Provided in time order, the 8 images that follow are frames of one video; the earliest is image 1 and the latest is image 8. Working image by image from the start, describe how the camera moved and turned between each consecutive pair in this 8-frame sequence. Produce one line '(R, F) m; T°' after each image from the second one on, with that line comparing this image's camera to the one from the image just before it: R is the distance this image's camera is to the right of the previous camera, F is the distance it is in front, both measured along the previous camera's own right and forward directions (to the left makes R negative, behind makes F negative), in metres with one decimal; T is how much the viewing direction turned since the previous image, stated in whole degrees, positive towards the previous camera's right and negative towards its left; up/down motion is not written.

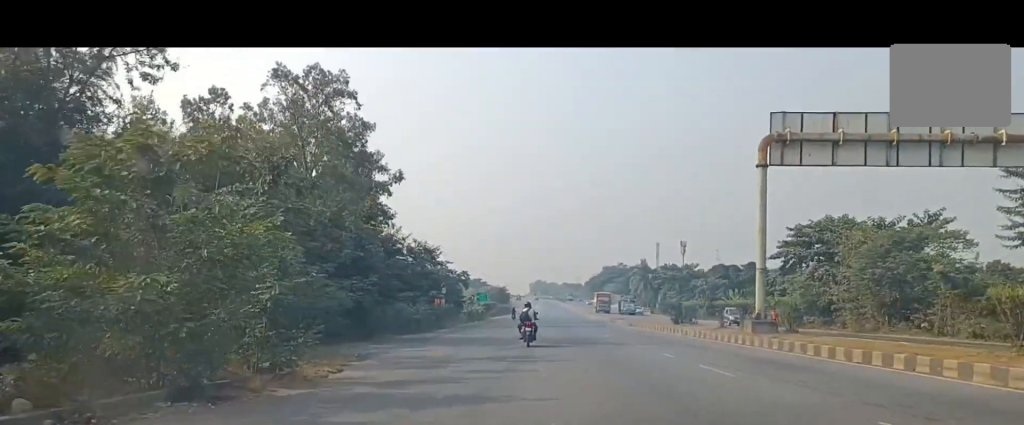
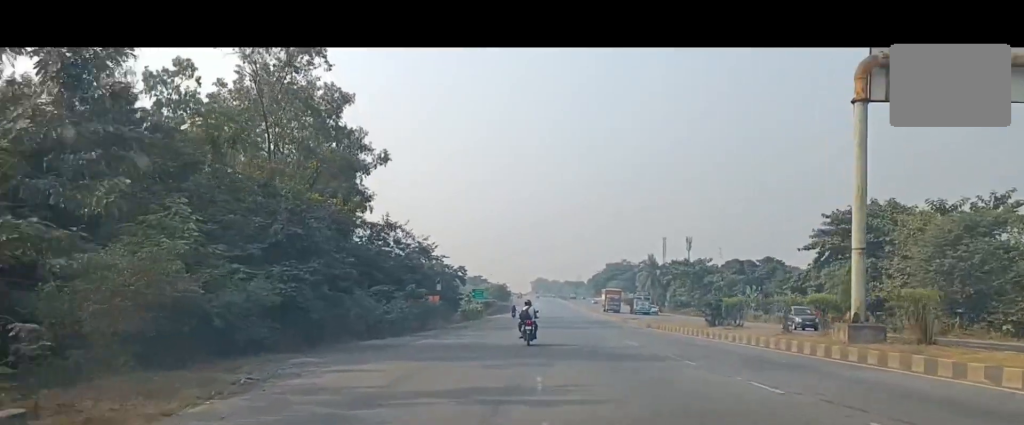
(+0.4, +9.2) m; 0°
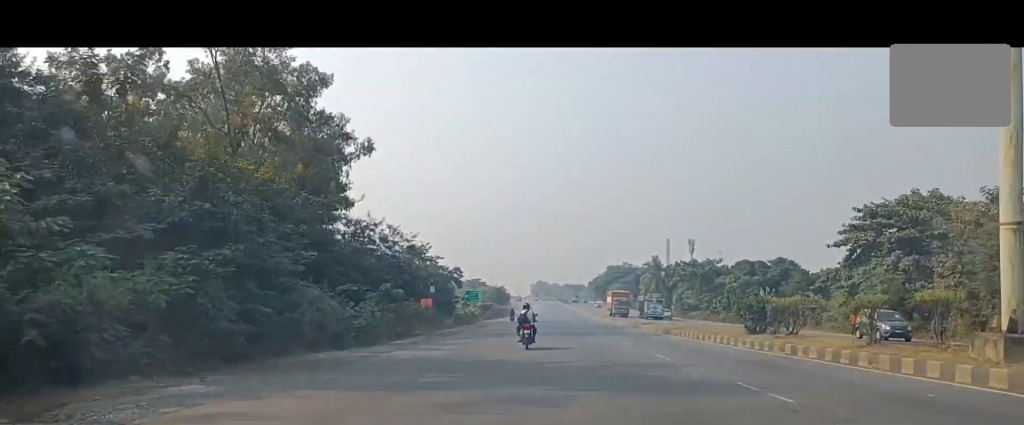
(-0.1, +7.2) m; 0°
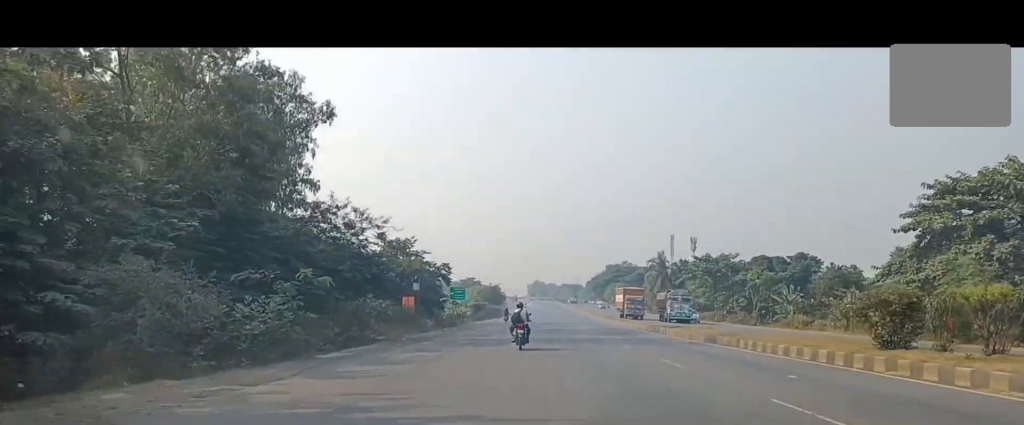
(-0.4, +11.5) m; -1°
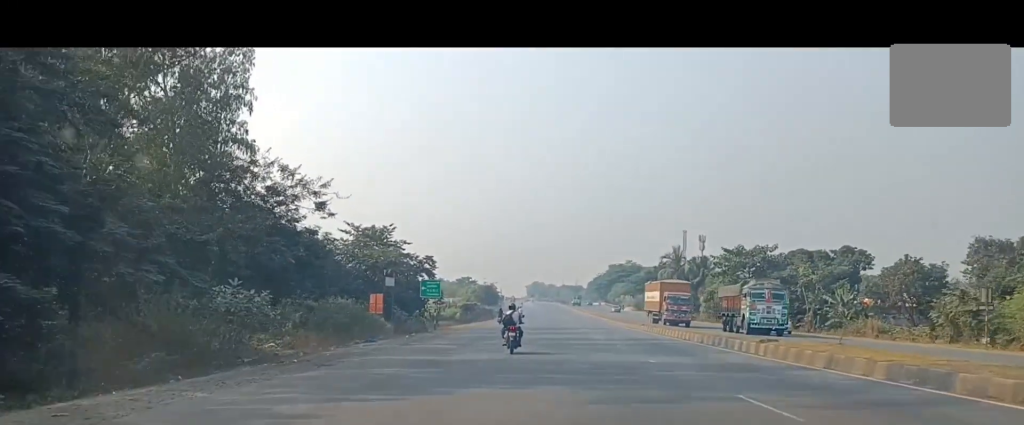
(+0.1, +17.5) m; -1°
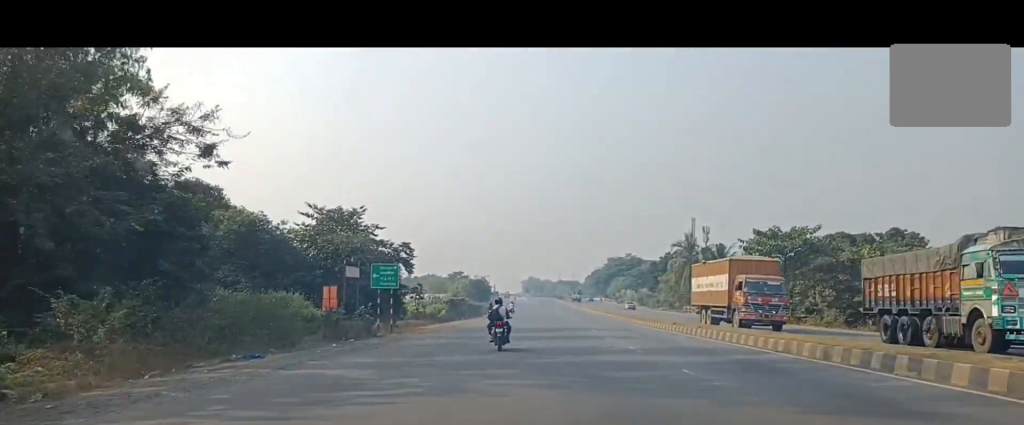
(-0.3, +13.9) m; +1°
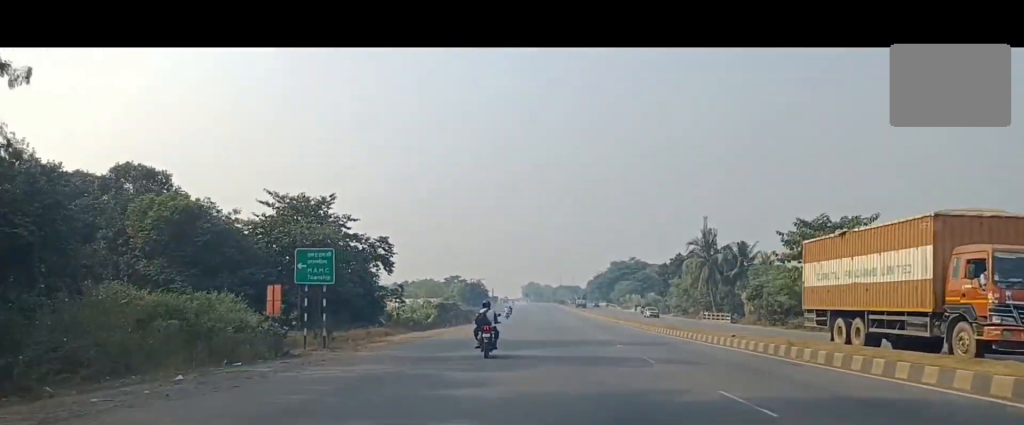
(+0.1, +12.3) m; +1°
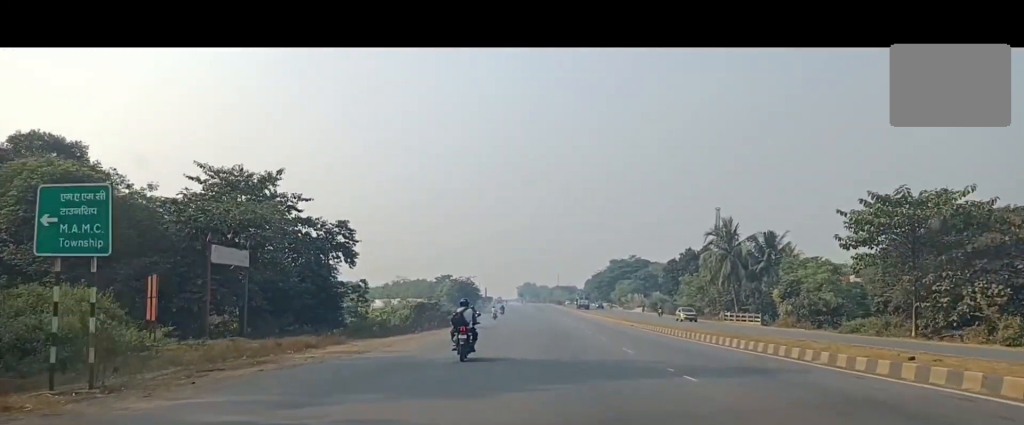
(+0.3, +13.3) m; +2°
